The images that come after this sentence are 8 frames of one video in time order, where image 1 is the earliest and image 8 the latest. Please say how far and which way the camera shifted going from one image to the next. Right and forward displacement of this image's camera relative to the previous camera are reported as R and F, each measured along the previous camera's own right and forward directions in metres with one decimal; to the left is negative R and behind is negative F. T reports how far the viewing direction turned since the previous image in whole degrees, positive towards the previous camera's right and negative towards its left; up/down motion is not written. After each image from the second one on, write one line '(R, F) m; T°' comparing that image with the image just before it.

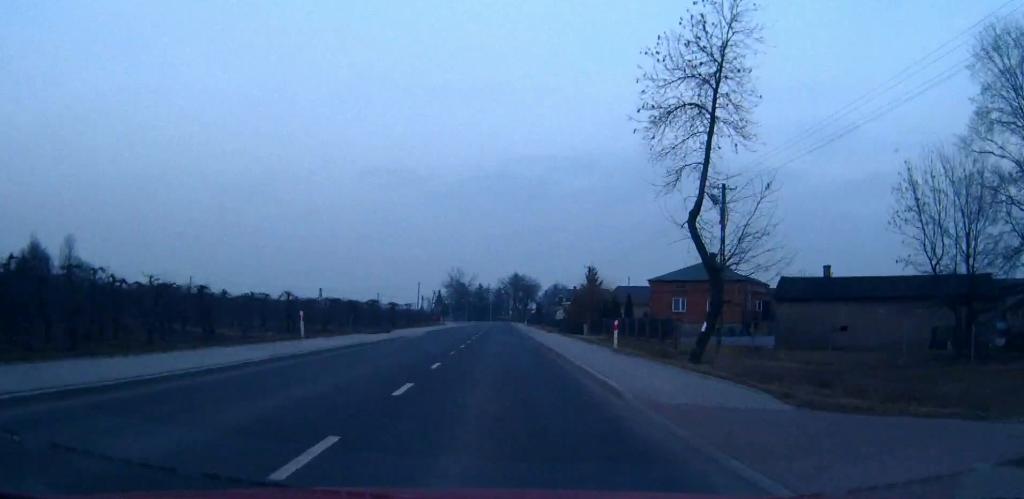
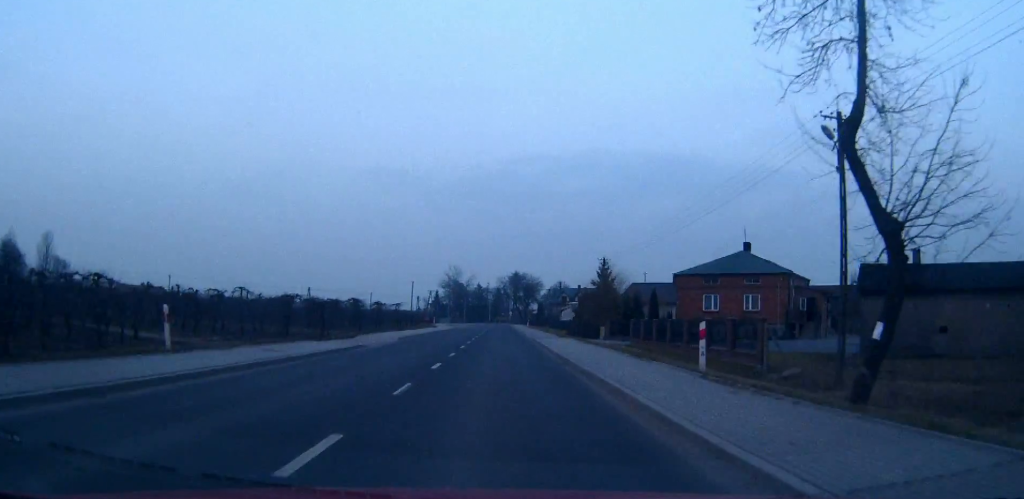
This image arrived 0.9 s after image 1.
(0.0, +11.9) m; 0°
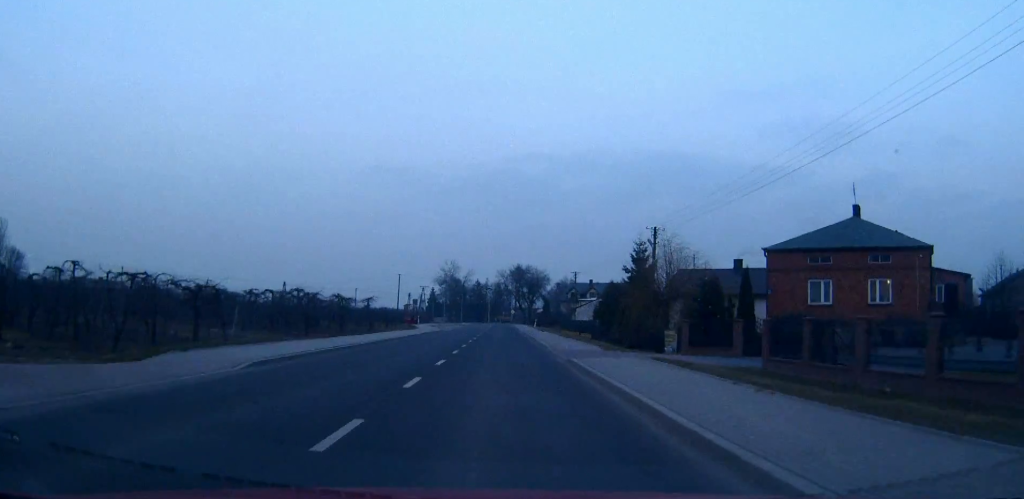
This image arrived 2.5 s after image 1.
(-0.1, +22.9) m; 0°
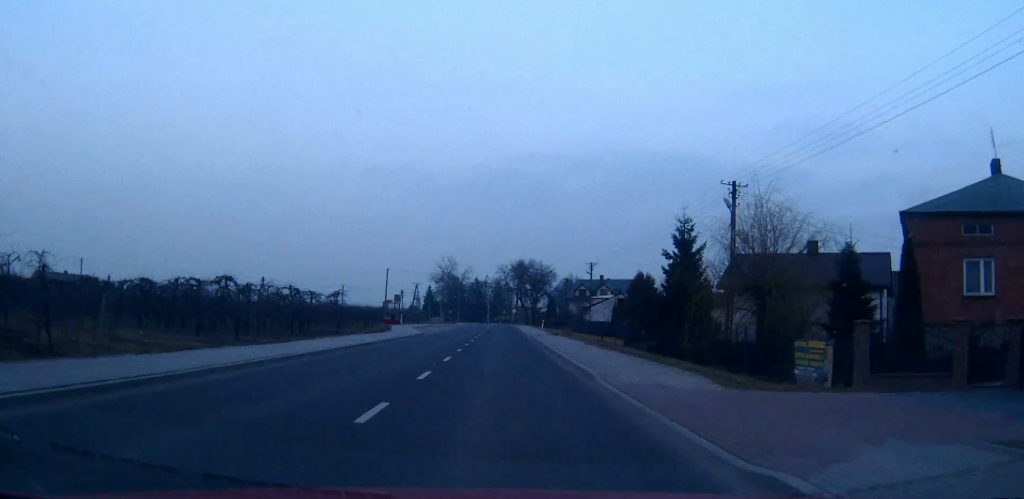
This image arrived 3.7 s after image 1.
(0.0, +16.1) m; 0°
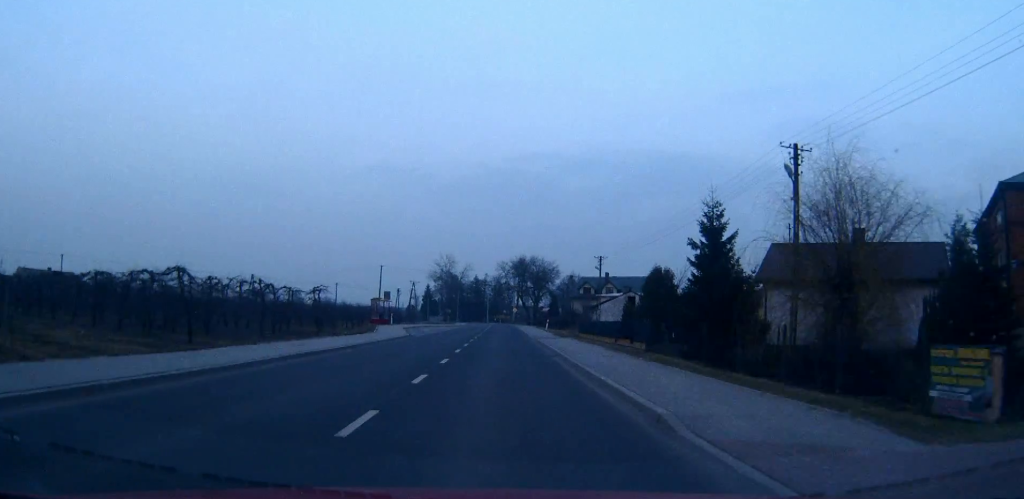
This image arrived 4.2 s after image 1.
(0.0, +6.9) m; 0°
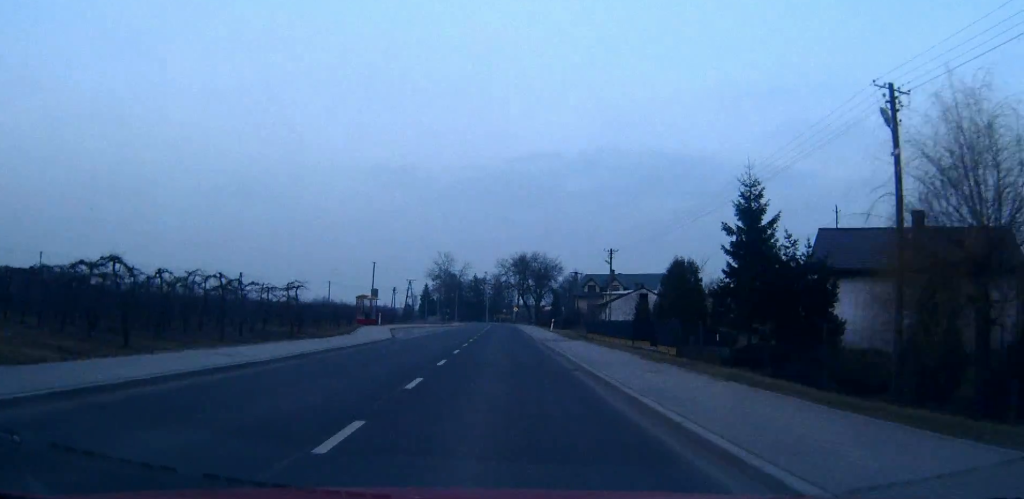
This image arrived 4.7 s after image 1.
(0.0, +7.0) m; 0°
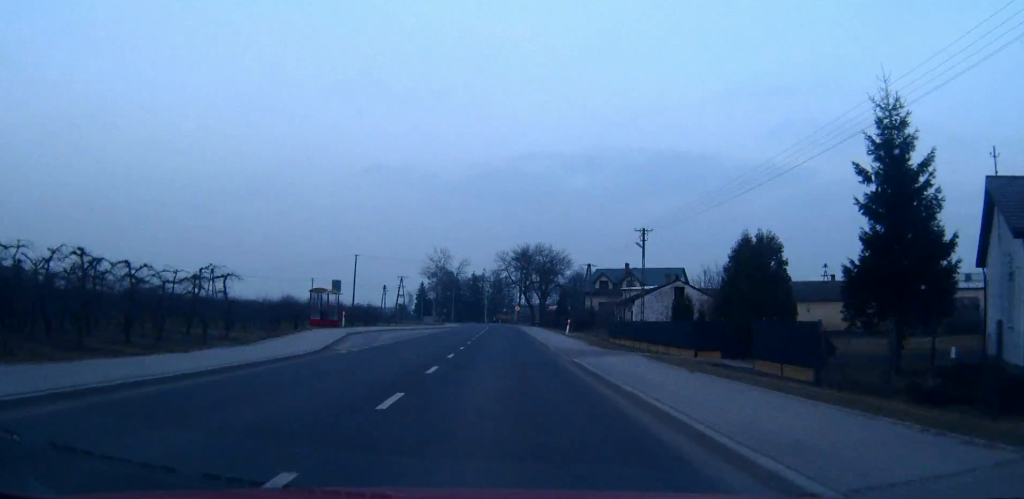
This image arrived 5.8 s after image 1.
(0.0, +14.8) m; 0°
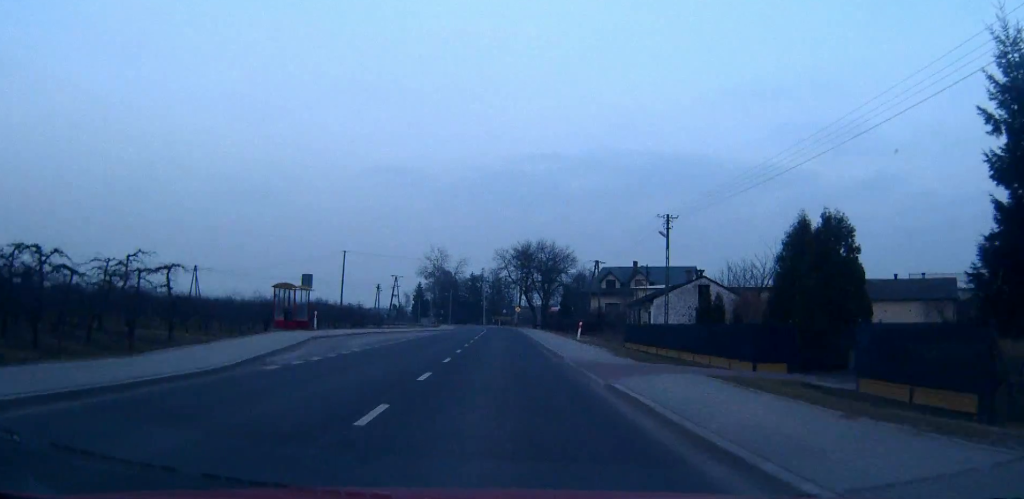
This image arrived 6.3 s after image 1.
(0.0, +7.4) m; 0°
